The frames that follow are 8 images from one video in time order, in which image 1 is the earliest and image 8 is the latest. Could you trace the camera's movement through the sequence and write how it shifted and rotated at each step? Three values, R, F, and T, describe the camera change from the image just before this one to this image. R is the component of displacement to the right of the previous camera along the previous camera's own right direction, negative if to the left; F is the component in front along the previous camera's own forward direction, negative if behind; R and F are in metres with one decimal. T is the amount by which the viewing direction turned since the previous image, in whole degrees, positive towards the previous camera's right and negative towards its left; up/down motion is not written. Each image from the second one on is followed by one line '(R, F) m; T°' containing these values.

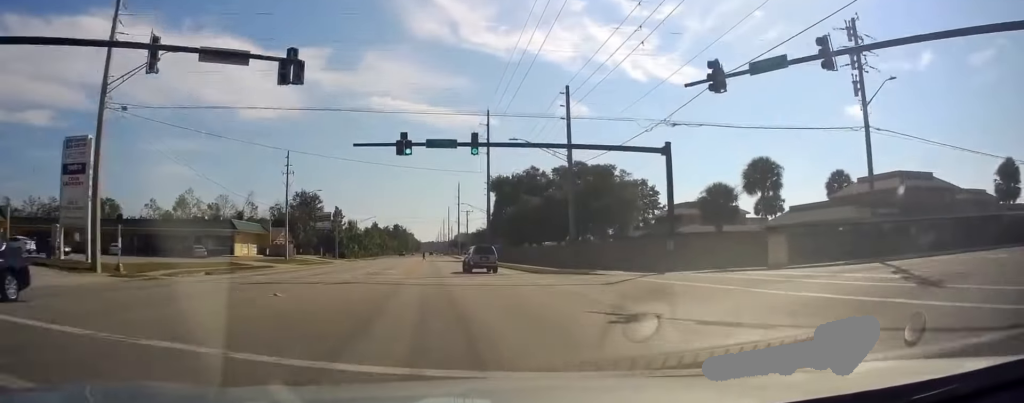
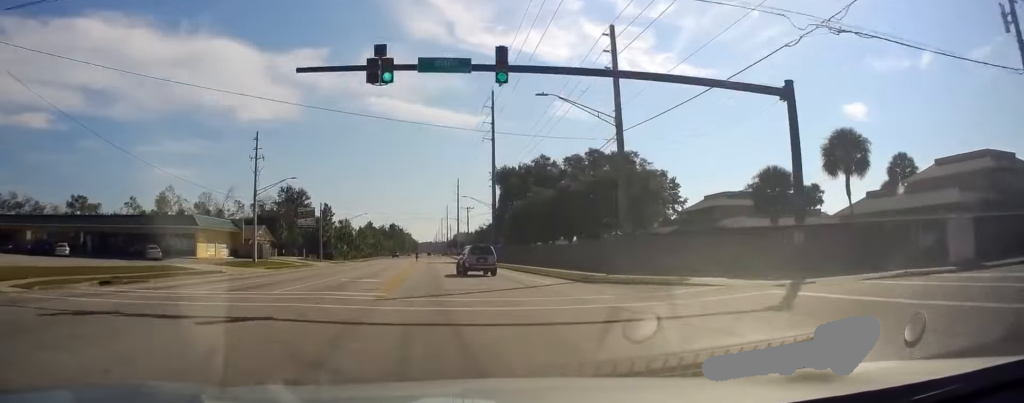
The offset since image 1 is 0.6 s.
(-0.1, +11.6) m; +1°
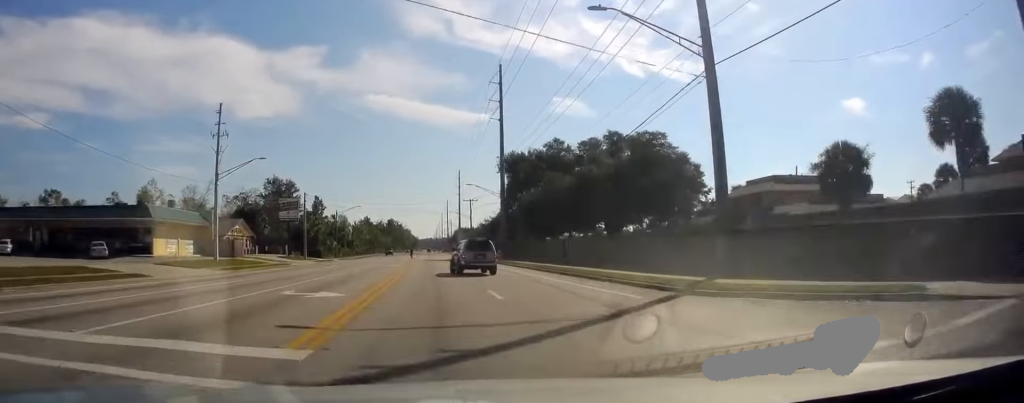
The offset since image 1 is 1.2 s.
(+0.4, +11.0) m; +1°
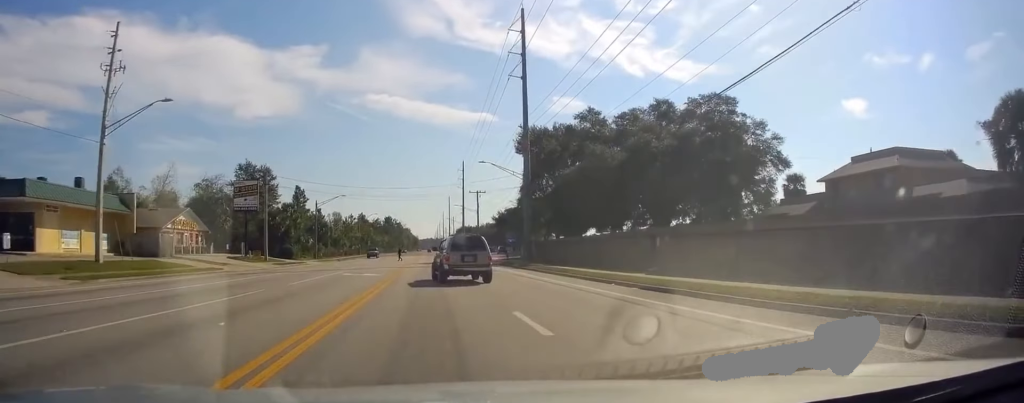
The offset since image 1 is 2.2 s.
(0.0, +17.4) m; 0°
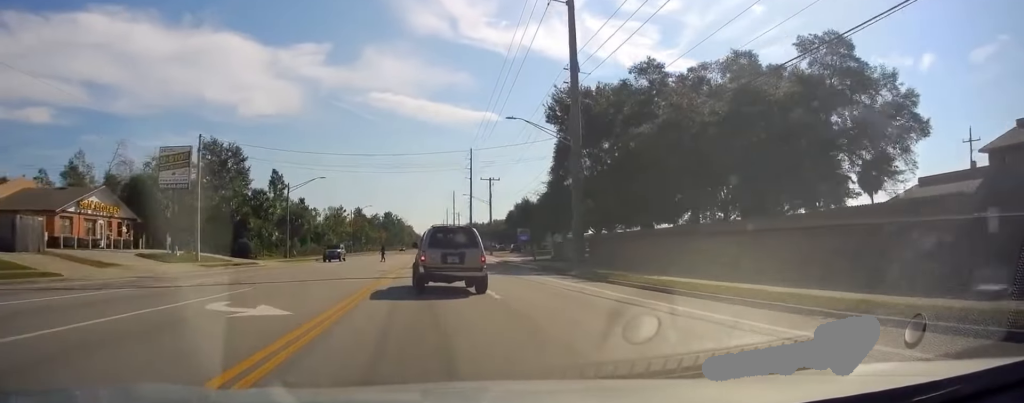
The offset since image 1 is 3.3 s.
(0.0, +19.3) m; 0°
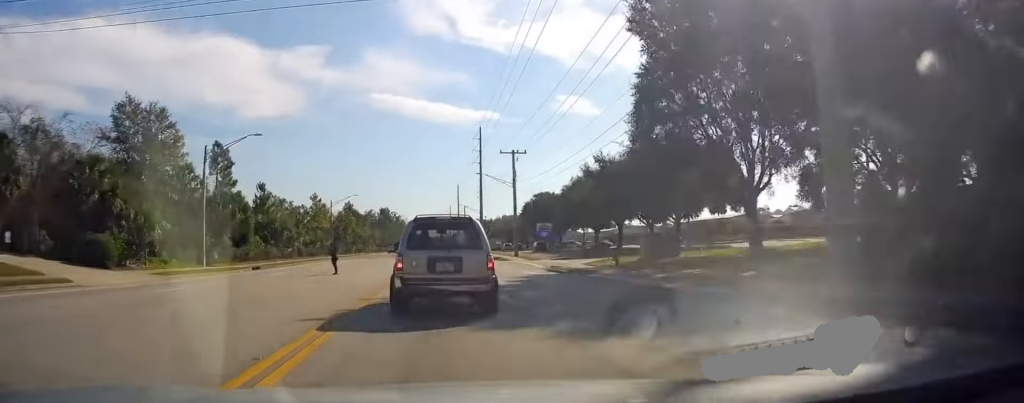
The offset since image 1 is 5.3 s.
(-0.9, +27.2) m; -2°
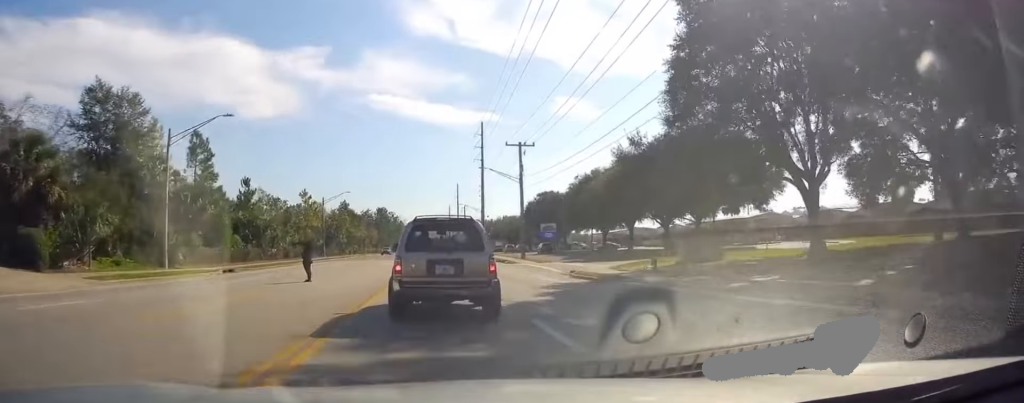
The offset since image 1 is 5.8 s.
(0.0, +5.5) m; +1°
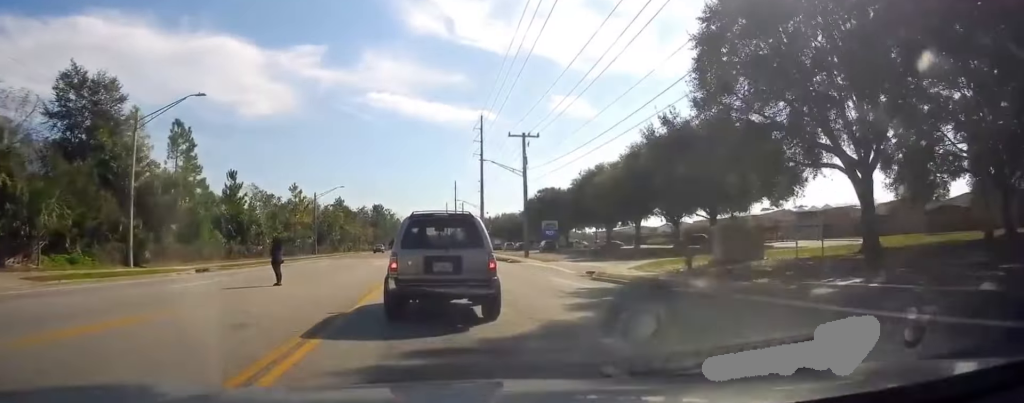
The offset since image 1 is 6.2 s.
(+0.3, +4.1) m; +2°
